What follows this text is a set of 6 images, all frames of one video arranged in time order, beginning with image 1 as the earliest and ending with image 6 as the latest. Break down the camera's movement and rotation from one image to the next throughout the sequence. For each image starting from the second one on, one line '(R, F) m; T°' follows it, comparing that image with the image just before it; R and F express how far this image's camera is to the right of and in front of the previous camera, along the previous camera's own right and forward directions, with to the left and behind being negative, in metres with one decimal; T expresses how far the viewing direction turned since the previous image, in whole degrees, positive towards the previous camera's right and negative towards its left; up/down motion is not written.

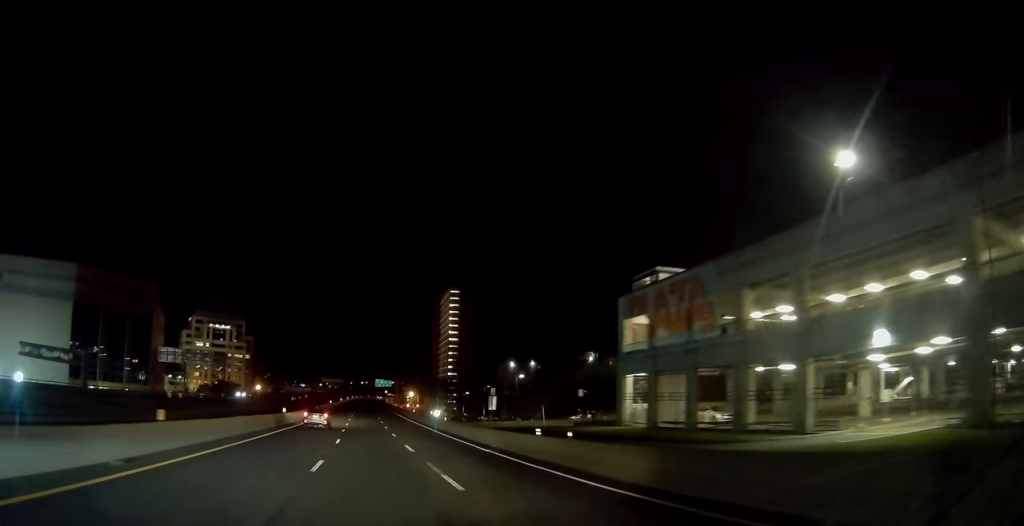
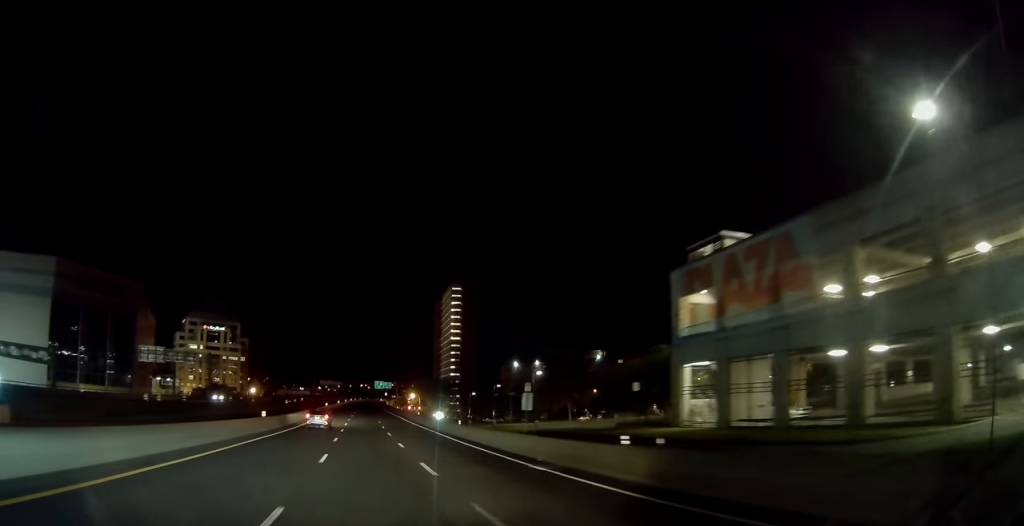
(0.0, +8.9) m; 0°
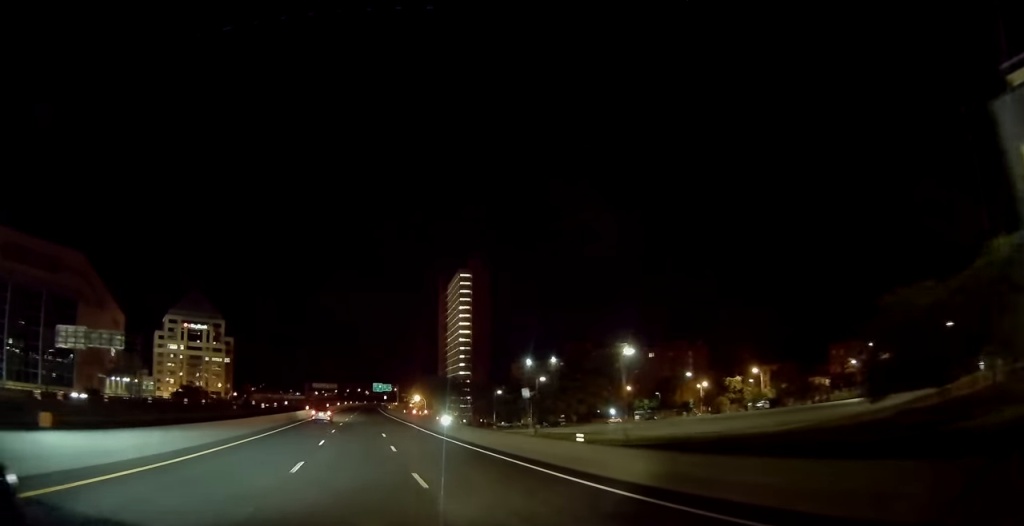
(-0.1, +26.9) m; -1°
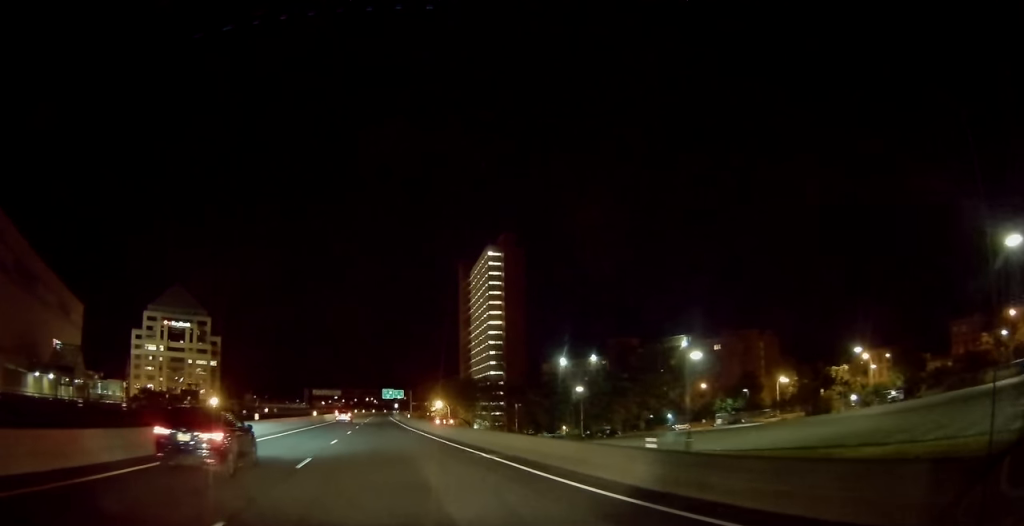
(+0.1, +35.3) m; +1°
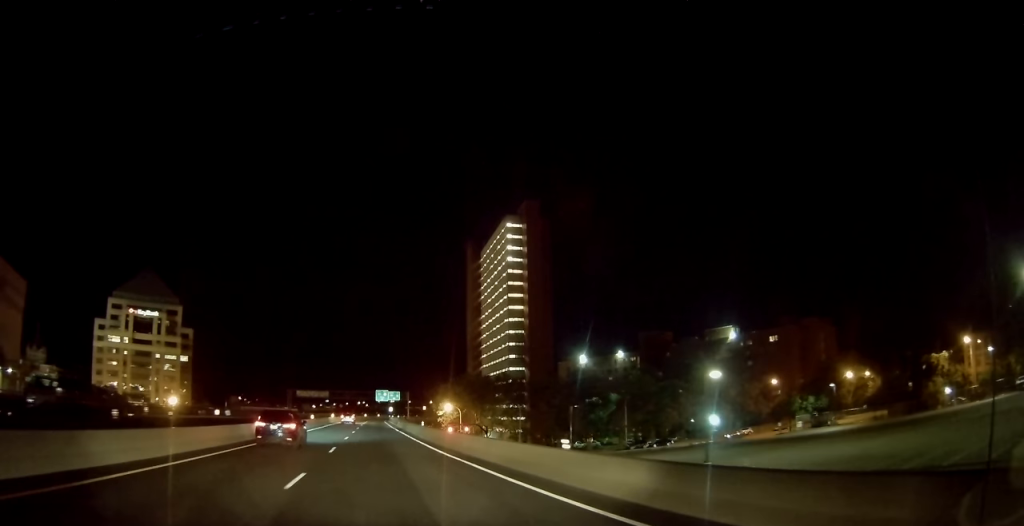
(0.0, +28.8) m; 0°
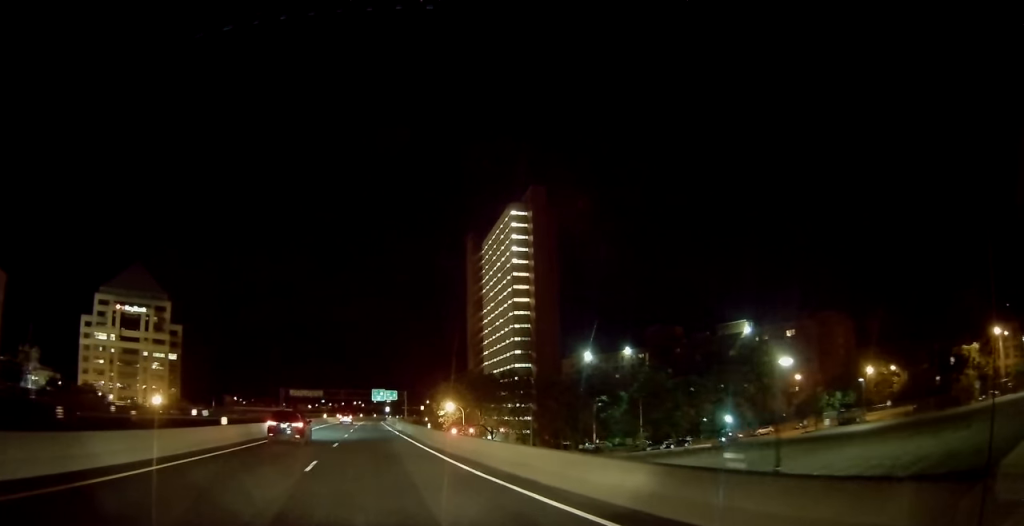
(0.0, +8.1) m; 0°
